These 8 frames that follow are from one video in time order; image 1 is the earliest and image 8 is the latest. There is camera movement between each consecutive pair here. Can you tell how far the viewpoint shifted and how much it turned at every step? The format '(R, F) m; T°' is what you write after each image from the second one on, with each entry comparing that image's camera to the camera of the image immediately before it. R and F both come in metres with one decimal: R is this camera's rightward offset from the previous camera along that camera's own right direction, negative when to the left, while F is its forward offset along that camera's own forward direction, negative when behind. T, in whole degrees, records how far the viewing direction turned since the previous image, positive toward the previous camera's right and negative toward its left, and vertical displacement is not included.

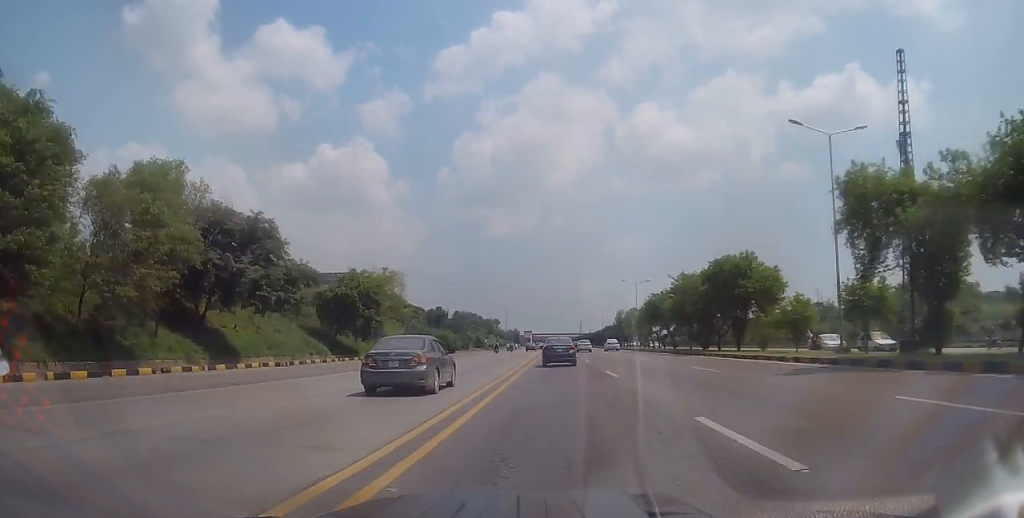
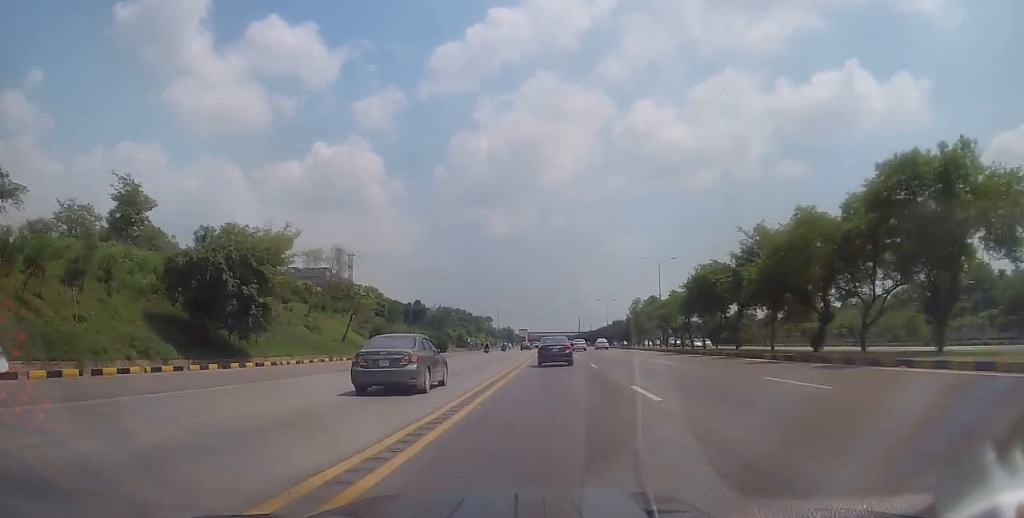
(+0.4, +25.4) m; 0°
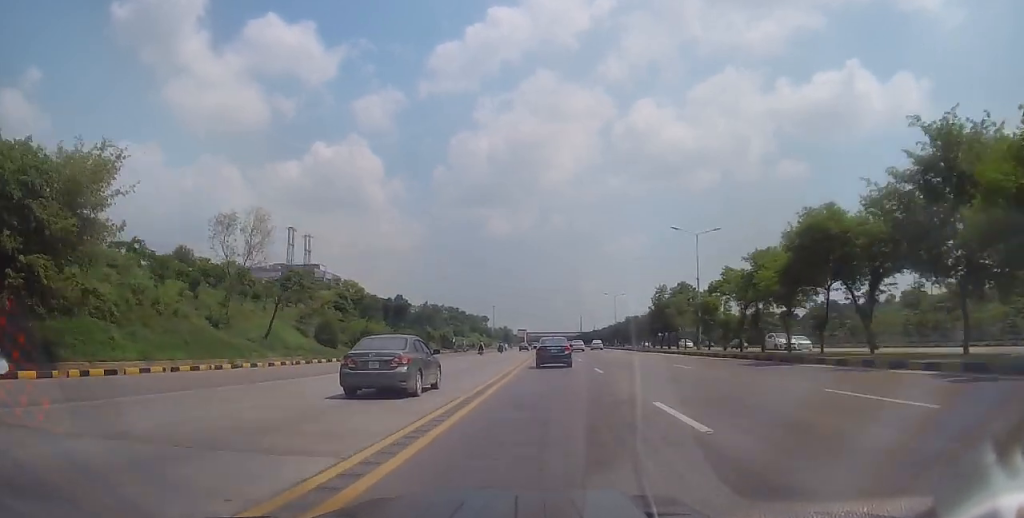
(-0.4, +19.9) m; -1°
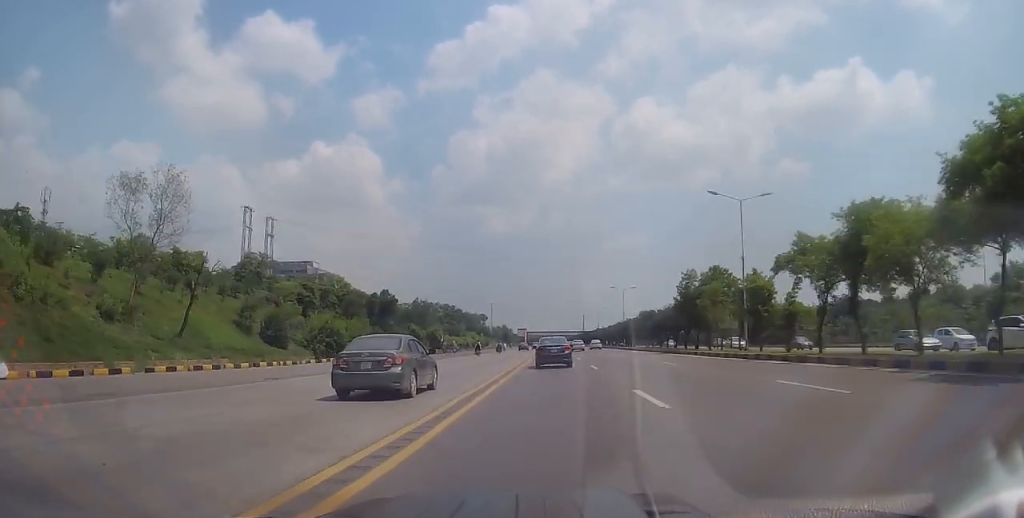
(0.0, +13.0) m; 0°
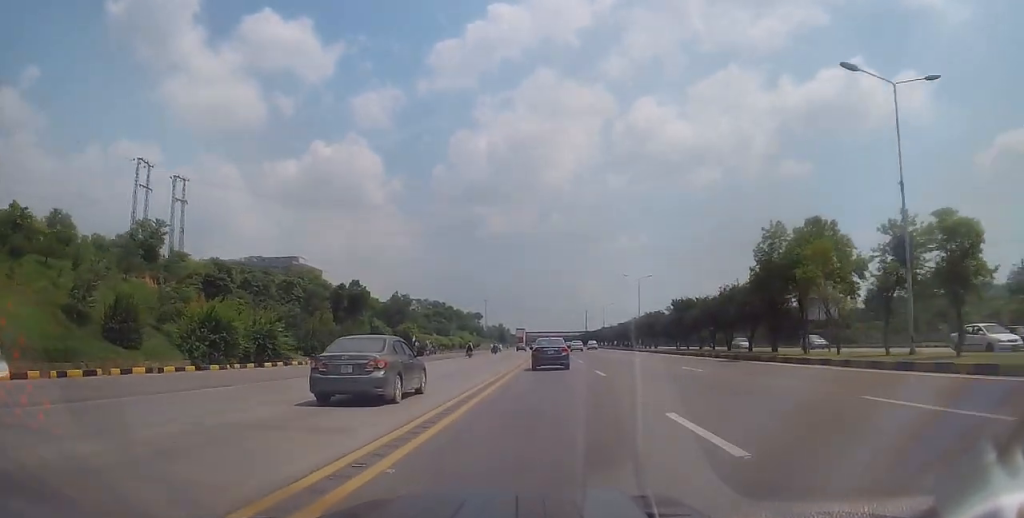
(0.0, +20.7) m; 0°
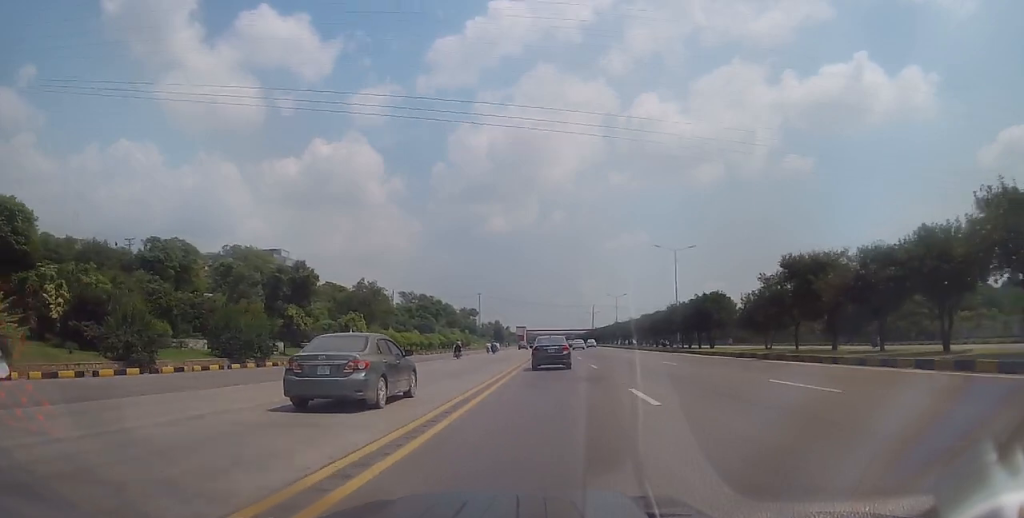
(+0.2, +27.1) m; +1°
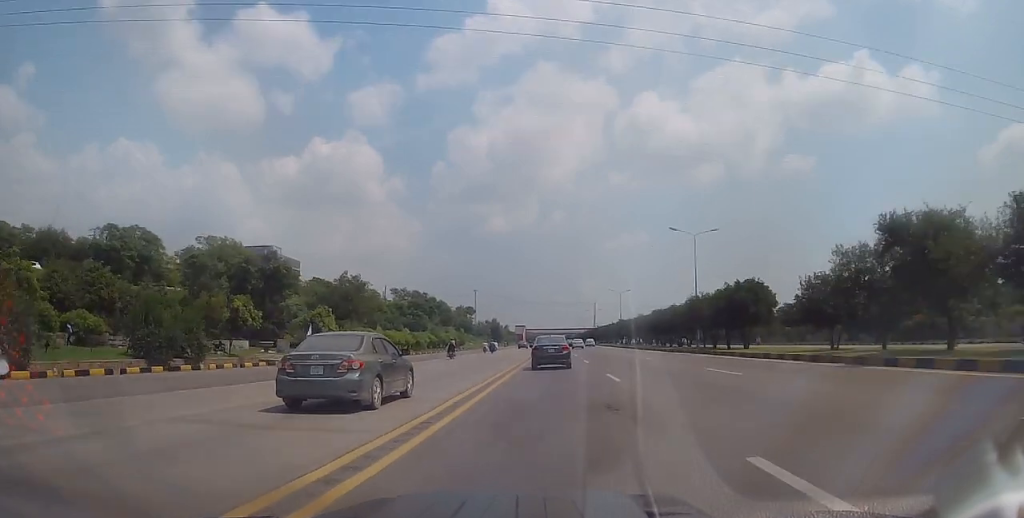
(+0.1, +9.5) m; 0°
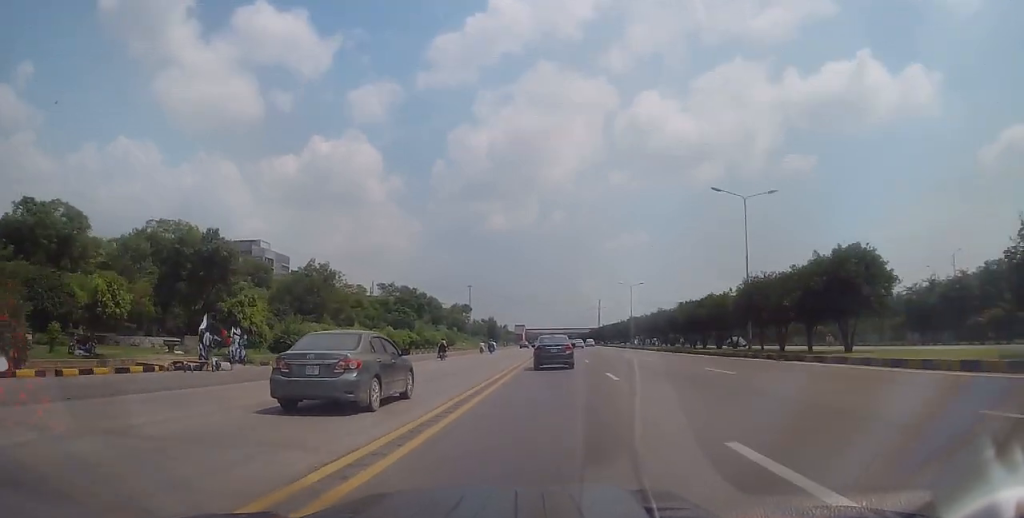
(-0.1, +15.1) m; -1°
